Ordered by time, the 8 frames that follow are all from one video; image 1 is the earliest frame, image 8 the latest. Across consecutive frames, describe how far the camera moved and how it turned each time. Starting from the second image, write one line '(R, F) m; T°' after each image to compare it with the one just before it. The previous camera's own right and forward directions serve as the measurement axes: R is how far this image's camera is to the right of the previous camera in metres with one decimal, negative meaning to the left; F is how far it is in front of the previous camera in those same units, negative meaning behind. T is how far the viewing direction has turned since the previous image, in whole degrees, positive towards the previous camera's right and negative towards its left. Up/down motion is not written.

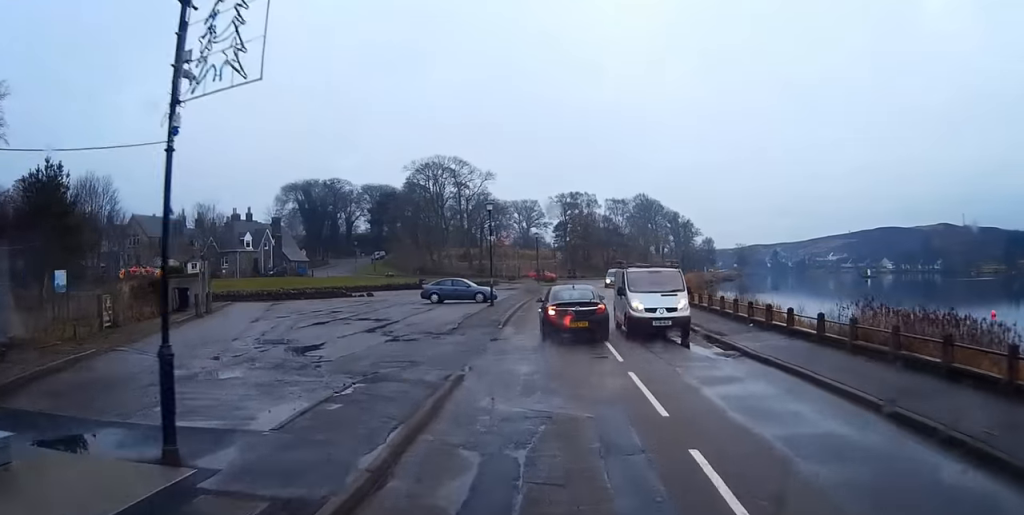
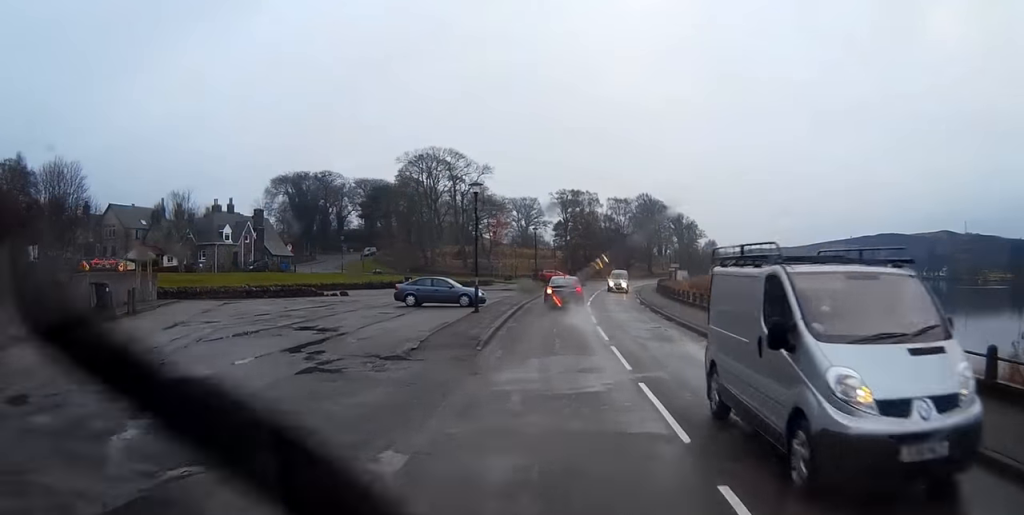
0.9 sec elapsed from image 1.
(0.0, +7.6) m; 0°
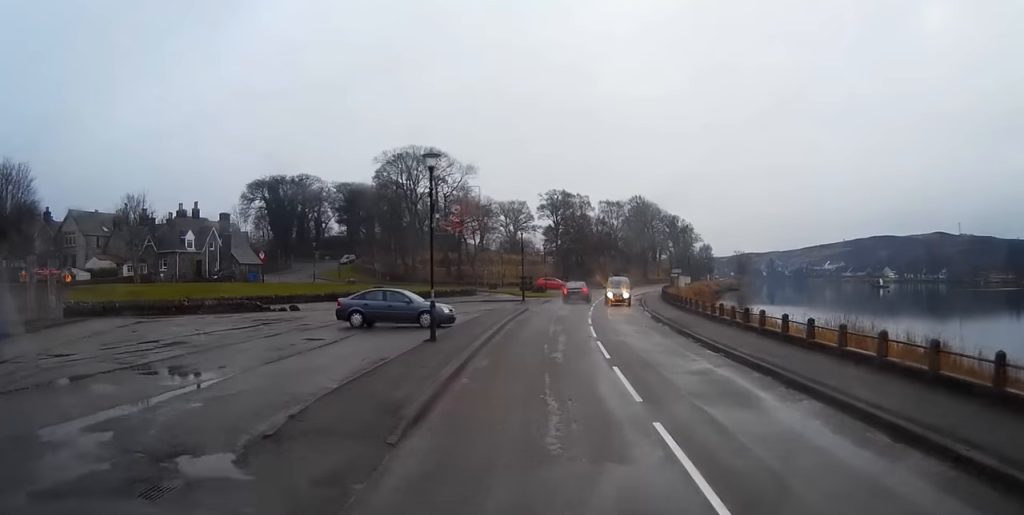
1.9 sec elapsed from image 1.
(+0.1, +8.8) m; 0°
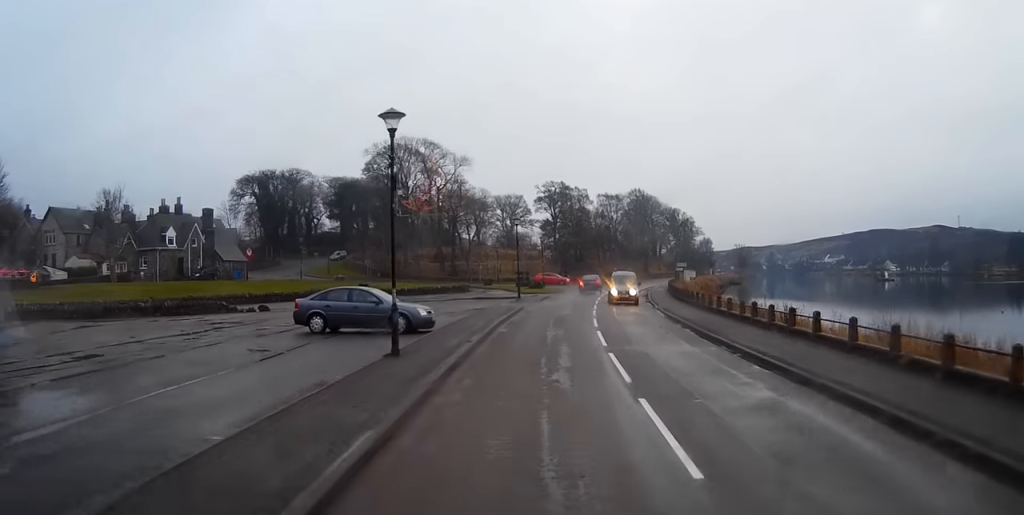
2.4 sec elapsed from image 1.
(0.0, +4.7) m; 0°
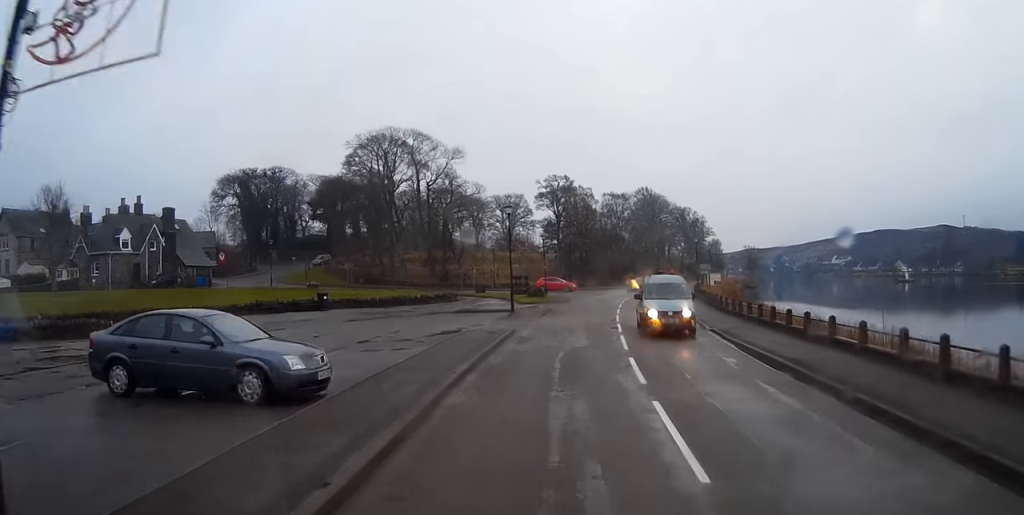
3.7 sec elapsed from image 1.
(+0.3, +11.7) m; +3°
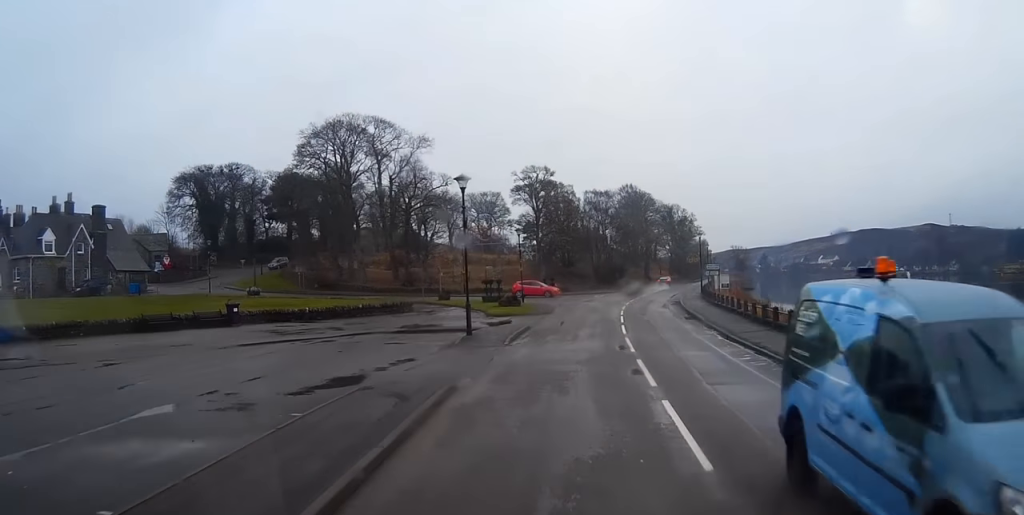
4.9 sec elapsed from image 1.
(+0.2, +11.4) m; +1°
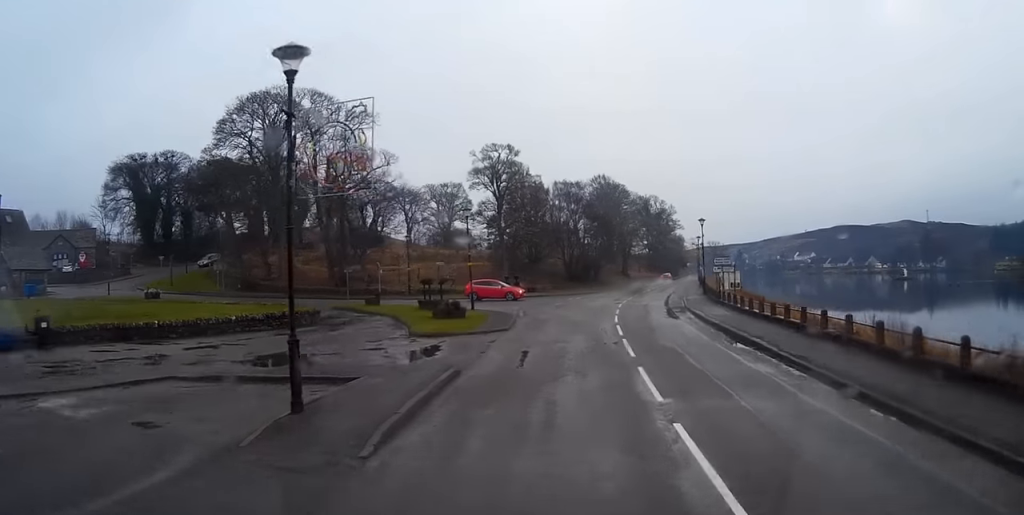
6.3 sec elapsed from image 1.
(+0.1, +13.7) m; +2°
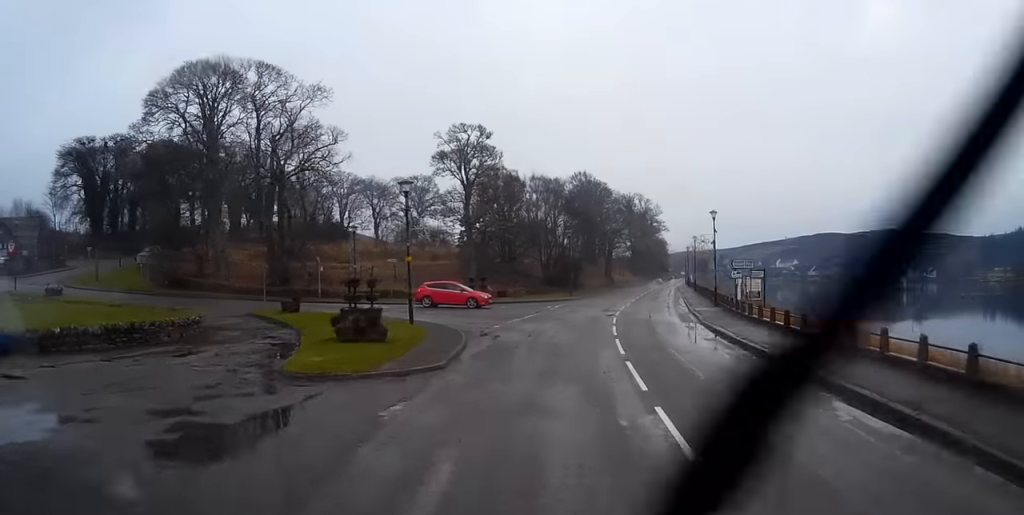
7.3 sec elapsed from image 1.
(+0.2, +10.5) m; +1°
